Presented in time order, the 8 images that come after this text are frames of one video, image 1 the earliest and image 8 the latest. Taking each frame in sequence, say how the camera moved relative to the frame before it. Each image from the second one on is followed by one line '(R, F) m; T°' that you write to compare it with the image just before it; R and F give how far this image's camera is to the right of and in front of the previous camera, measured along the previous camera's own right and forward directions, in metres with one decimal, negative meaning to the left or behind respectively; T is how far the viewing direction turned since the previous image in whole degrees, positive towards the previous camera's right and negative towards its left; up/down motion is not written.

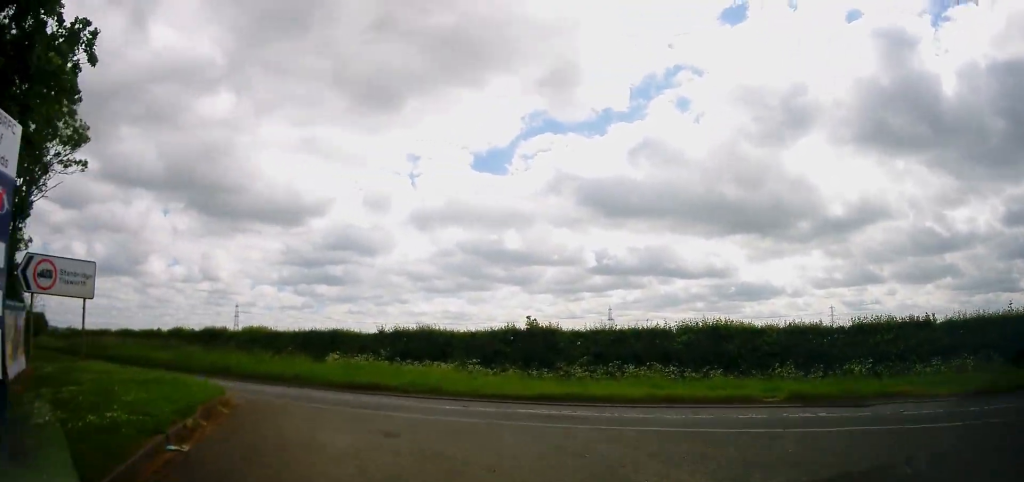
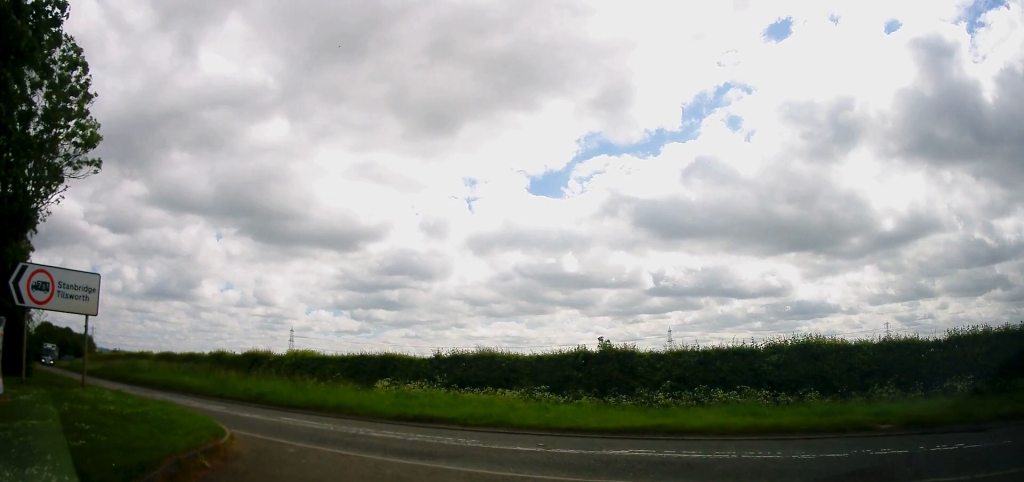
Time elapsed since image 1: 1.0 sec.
(0.0, +2.2) m; -3°
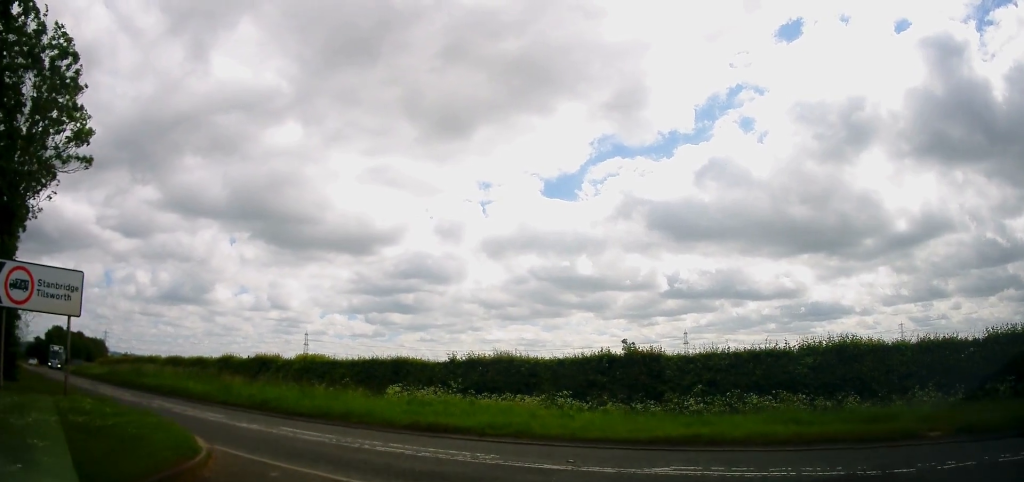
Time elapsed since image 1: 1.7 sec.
(0.0, +1.2) m; -2°
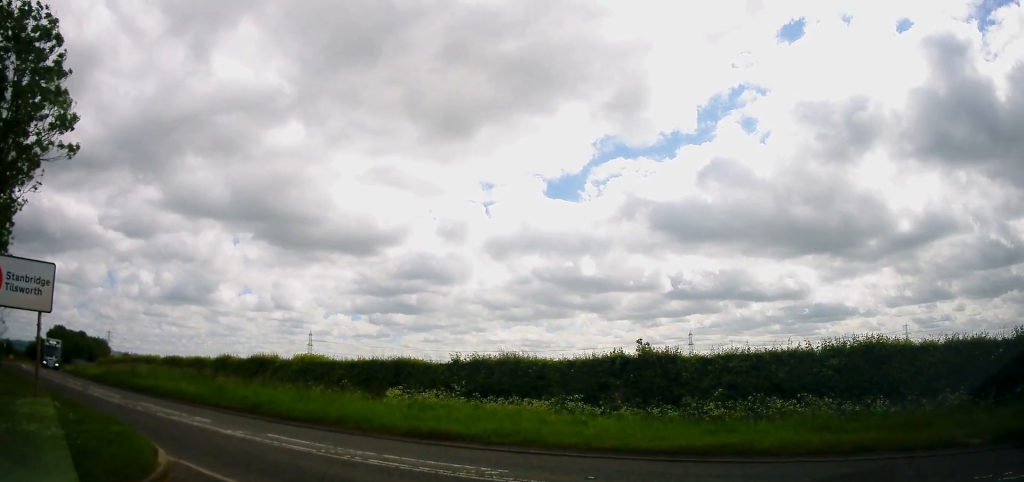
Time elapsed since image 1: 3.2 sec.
(0.0, +1.1) m; 0°
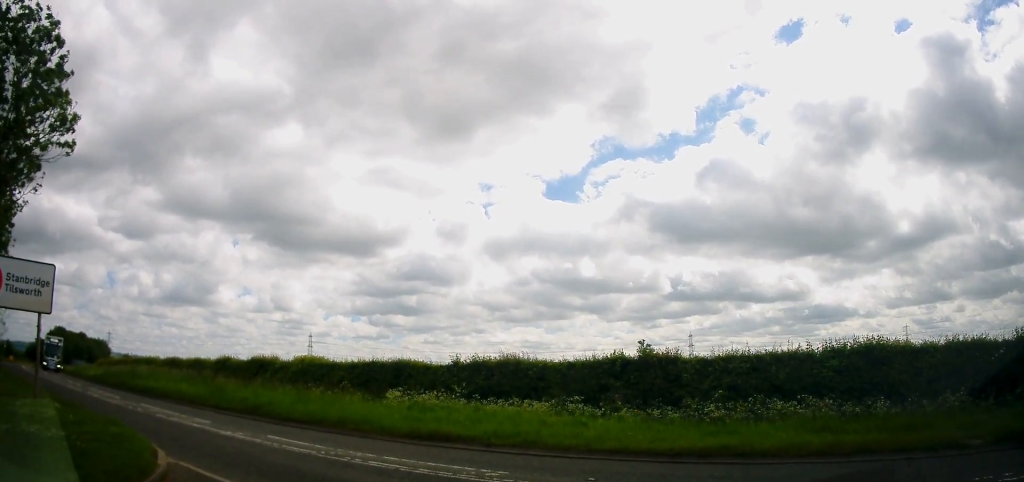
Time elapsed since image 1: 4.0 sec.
(0.0, +0.1) m; 0°
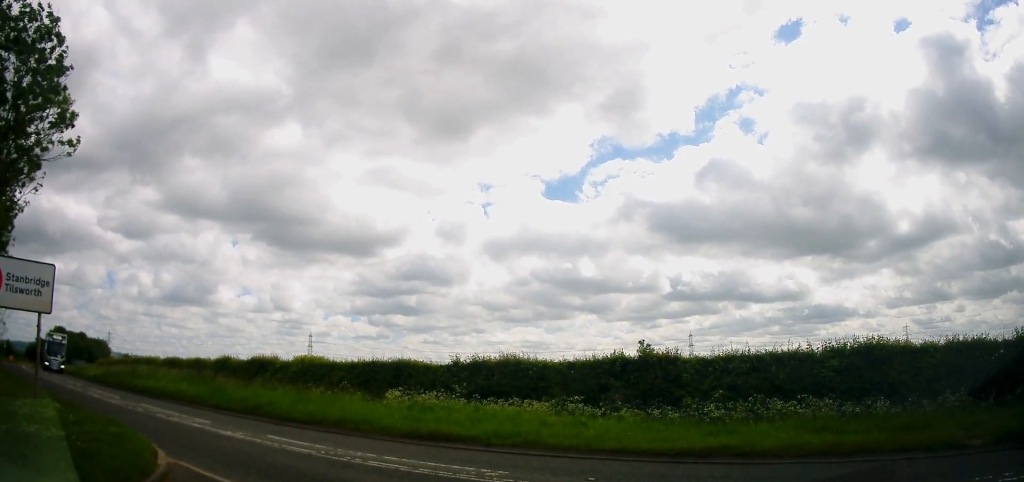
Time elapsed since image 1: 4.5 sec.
(0.0, 0.0) m; 0°
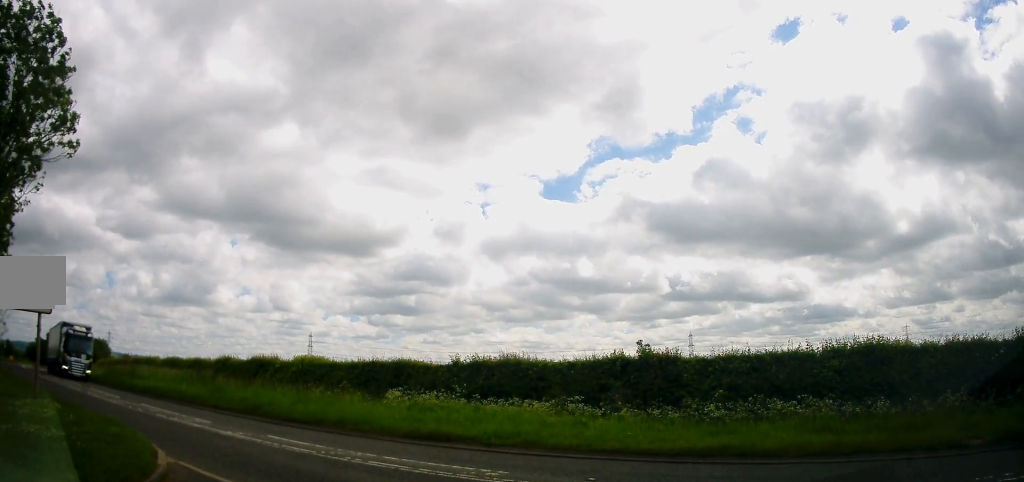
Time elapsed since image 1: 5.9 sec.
(0.0, 0.0) m; 0°
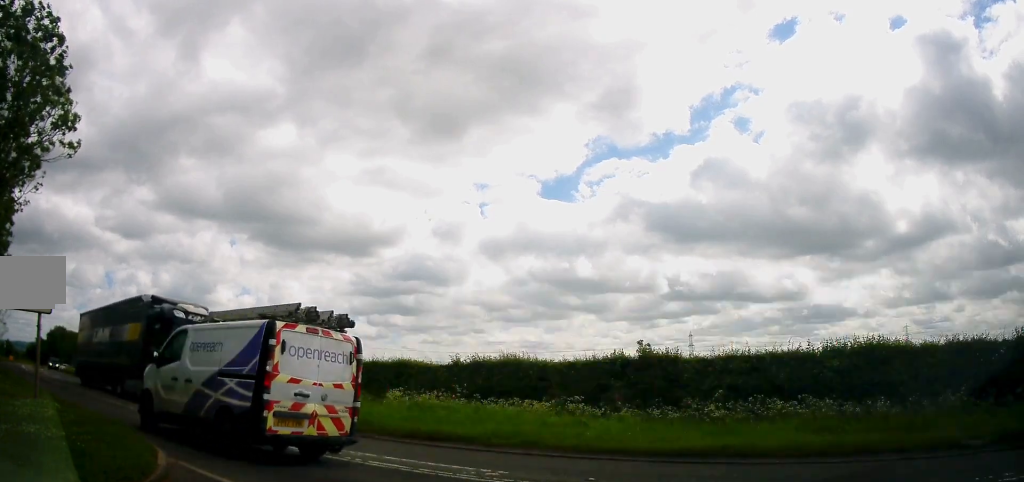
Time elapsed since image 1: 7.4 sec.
(0.0, 0.0) m; 0°
